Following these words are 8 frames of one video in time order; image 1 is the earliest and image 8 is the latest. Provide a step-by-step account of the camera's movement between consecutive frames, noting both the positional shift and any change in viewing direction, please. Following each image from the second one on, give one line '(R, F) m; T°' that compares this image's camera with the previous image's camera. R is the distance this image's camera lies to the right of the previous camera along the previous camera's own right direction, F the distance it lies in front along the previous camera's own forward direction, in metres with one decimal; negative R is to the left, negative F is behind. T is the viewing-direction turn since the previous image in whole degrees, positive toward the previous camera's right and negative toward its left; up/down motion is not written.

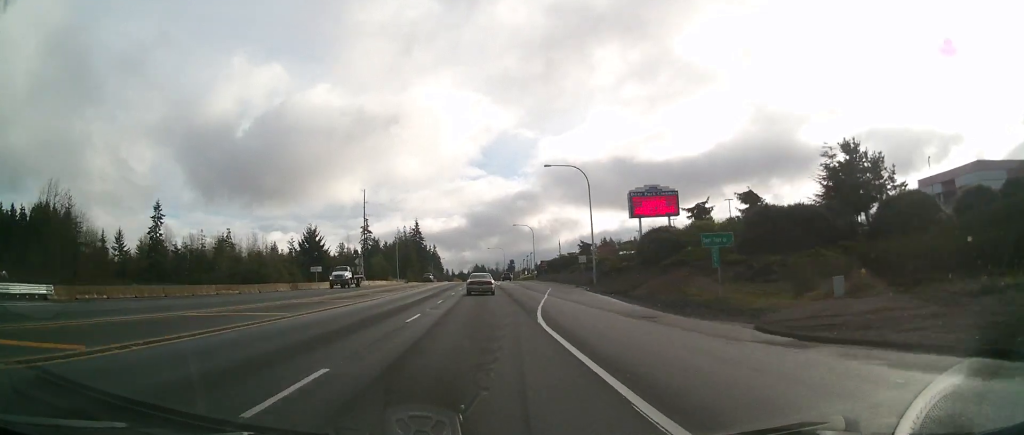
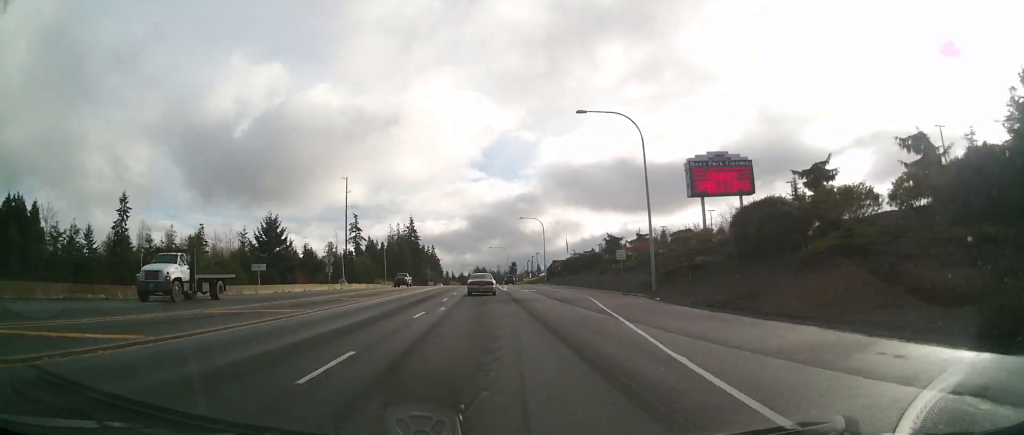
(-0.2, +22.4) m; 0°
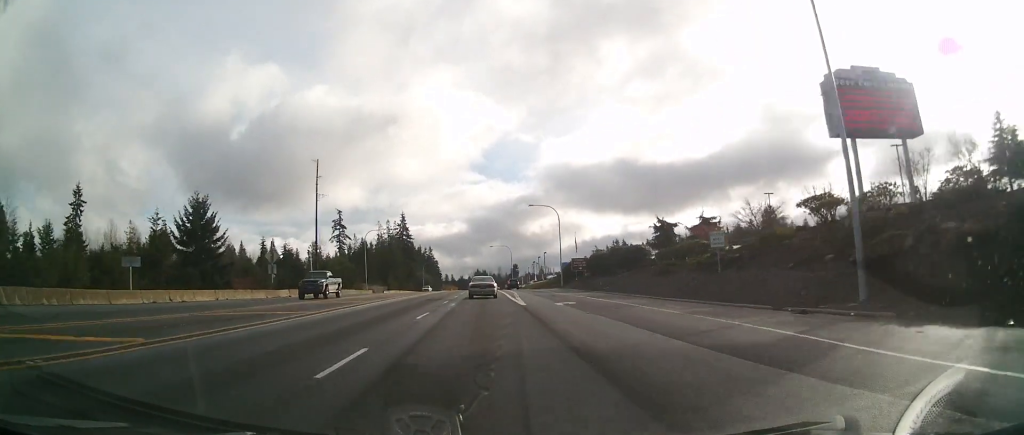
(0.0, +24.7) m; +1°
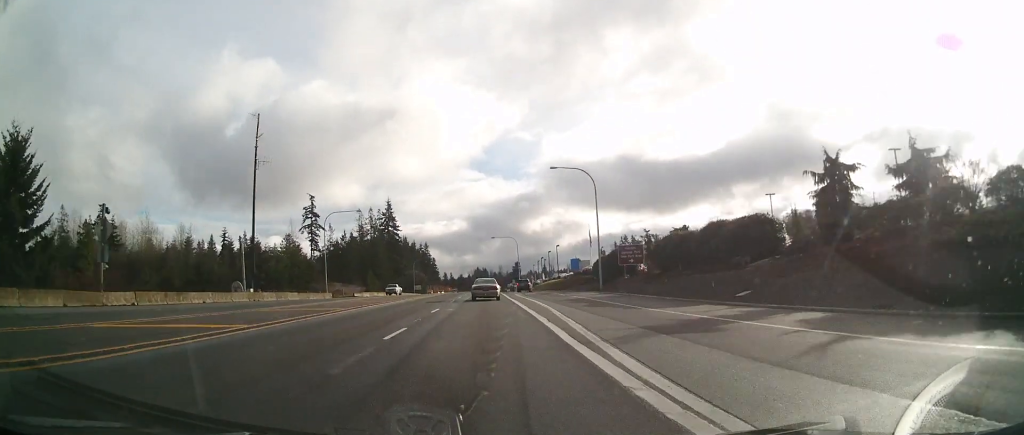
(+0.3, +31.6) m; -1°
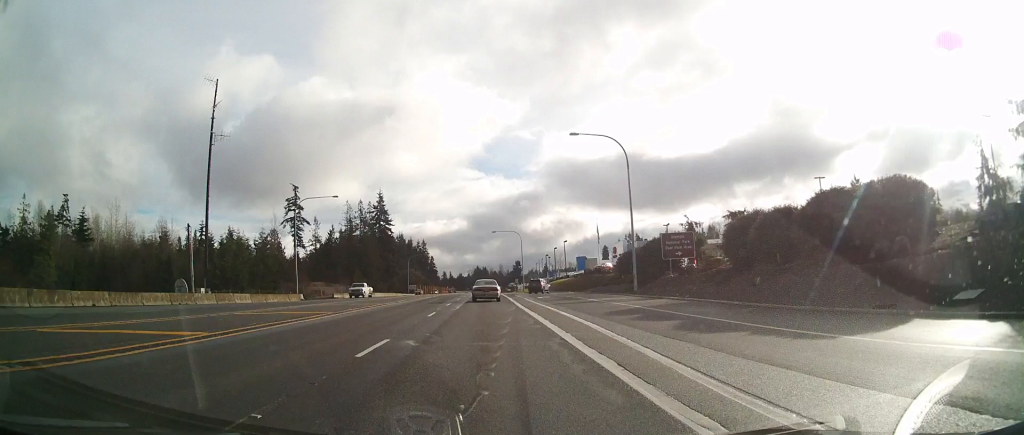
(-0.4, +14.6) m; 0°
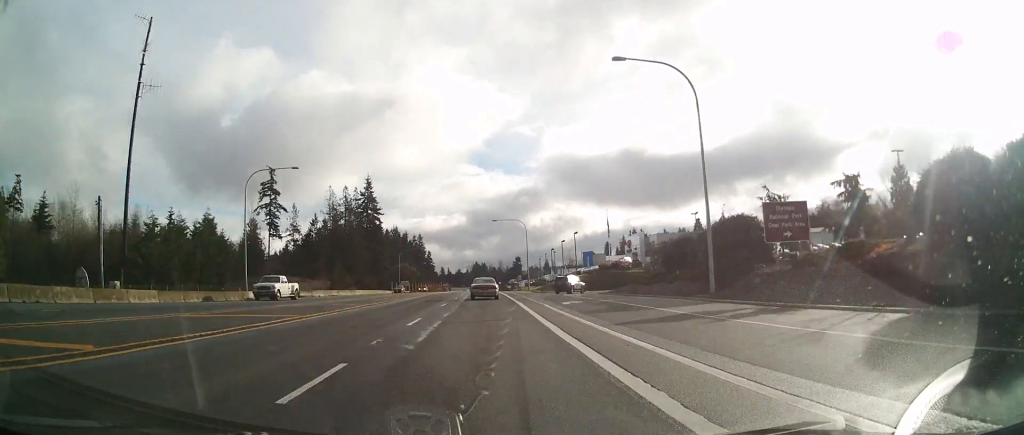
(0.0, +16.9) m; +1°
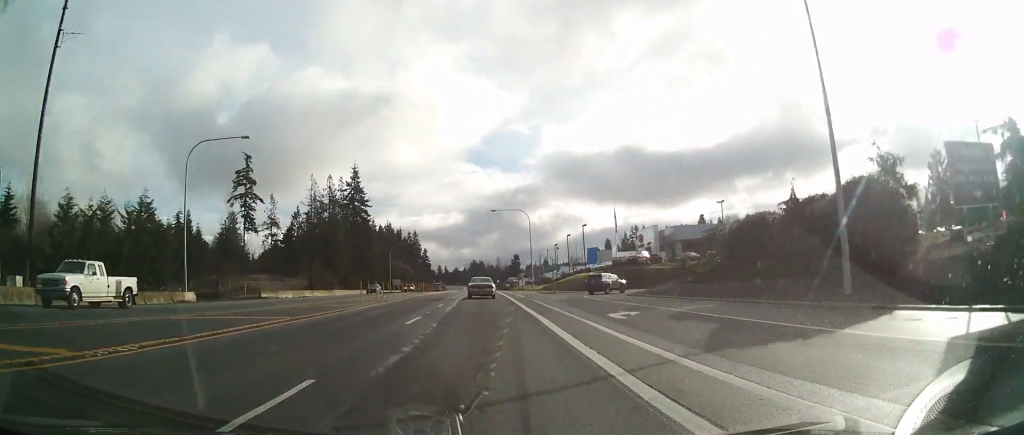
(+0.2, +13.1) m; +1°
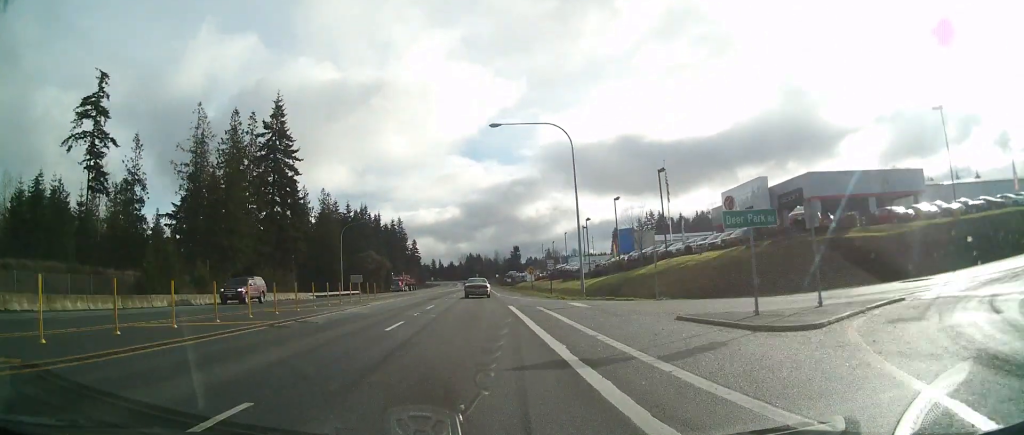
(-0.7, +50.2) m; -2°
